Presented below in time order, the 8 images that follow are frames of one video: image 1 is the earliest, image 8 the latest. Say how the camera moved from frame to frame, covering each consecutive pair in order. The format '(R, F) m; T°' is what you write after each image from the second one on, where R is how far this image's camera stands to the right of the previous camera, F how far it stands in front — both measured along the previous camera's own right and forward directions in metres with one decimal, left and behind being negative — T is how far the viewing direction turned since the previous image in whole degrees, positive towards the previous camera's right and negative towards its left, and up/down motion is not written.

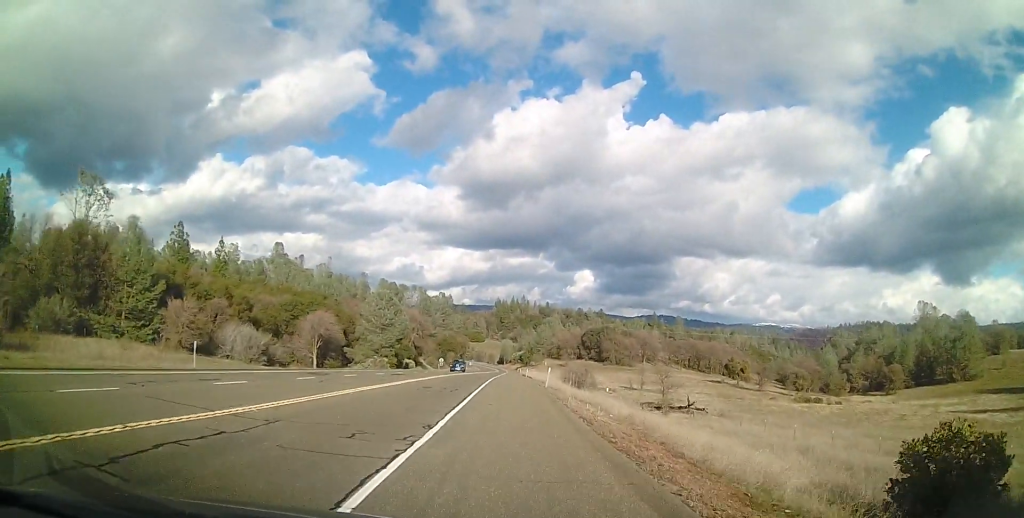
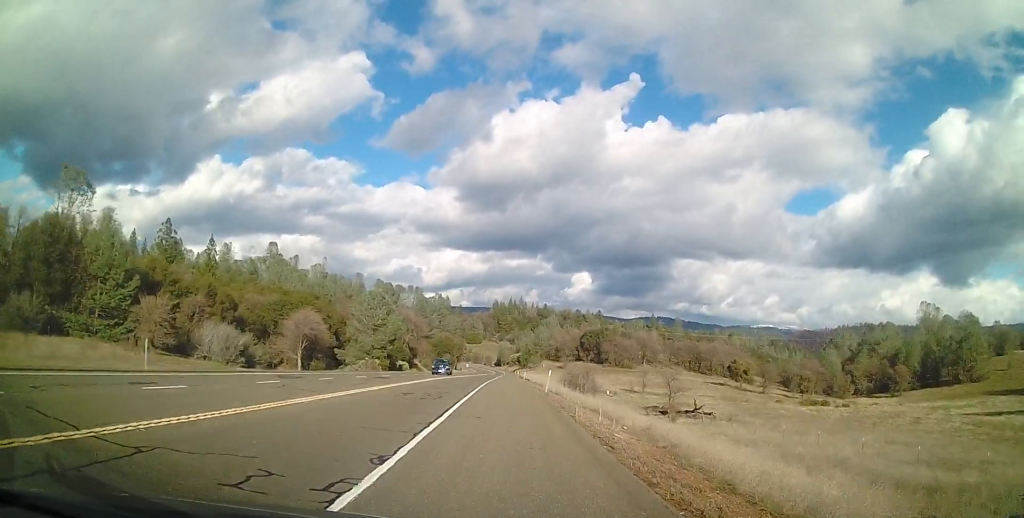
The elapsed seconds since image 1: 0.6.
(-0.2, +3.6) m; -2°
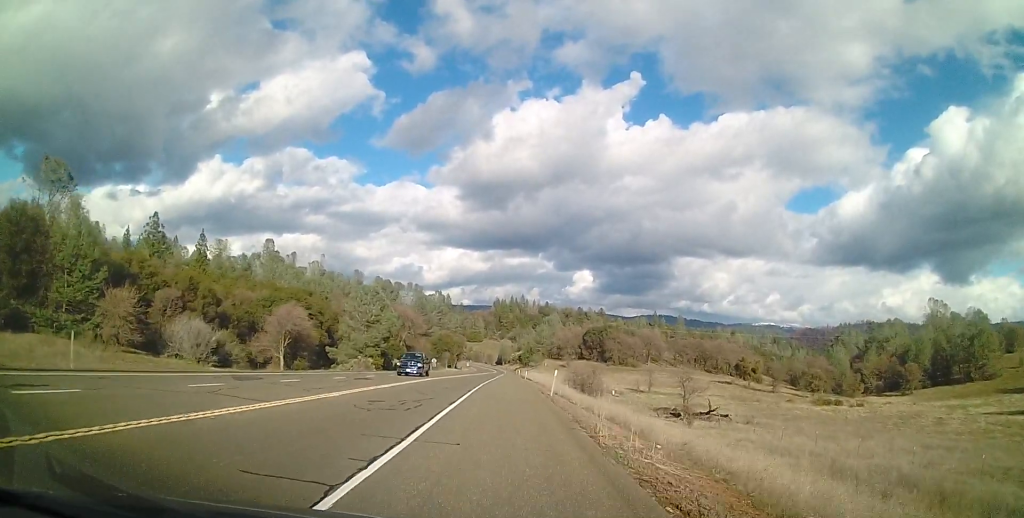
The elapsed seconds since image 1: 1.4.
(0.0, +4.3) m; -2°
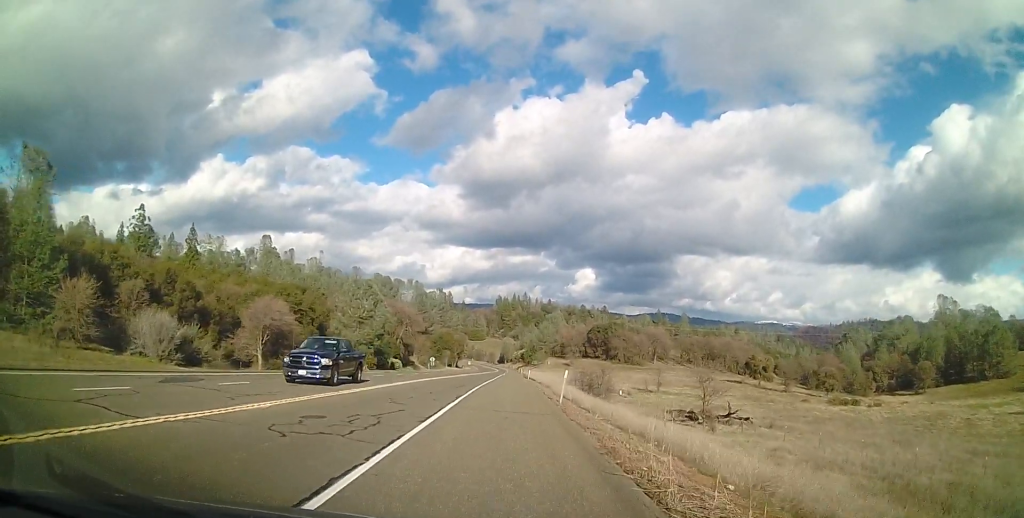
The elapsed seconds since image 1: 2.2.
(-0.1, +4.9) m; -1°
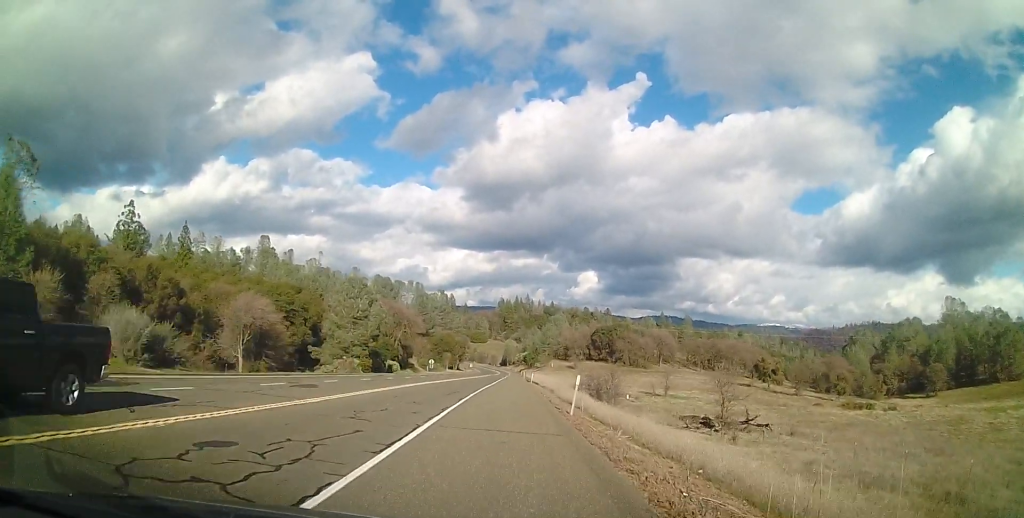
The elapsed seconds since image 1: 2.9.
(-0.2, +4.0) m; 0°
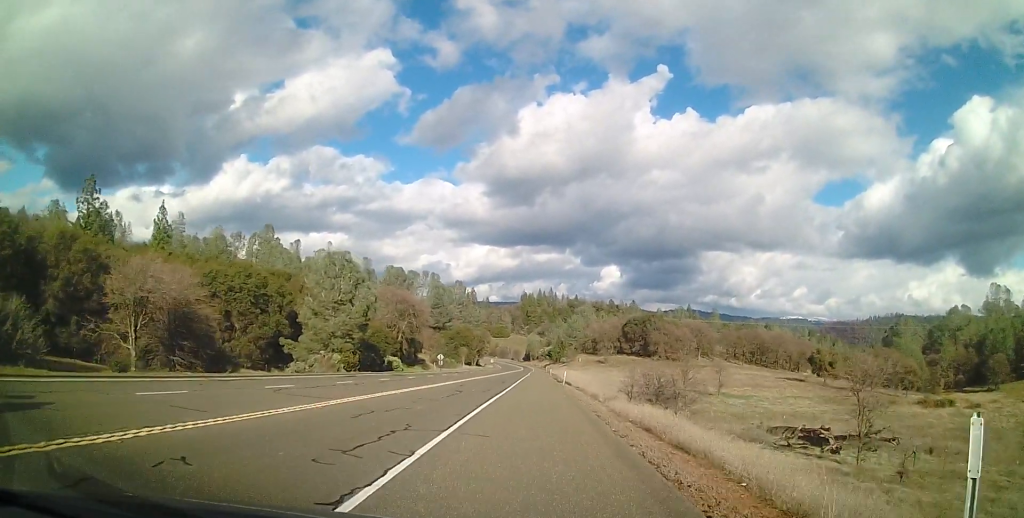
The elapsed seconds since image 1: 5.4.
(-0.9, +16.1) m; -6°
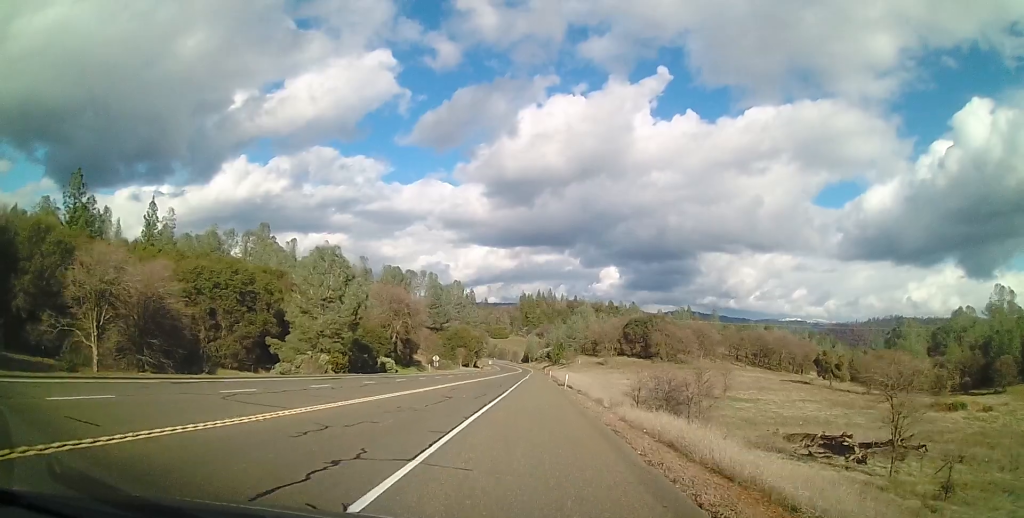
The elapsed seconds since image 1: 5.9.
(-0.2, +3.2) m; +1°
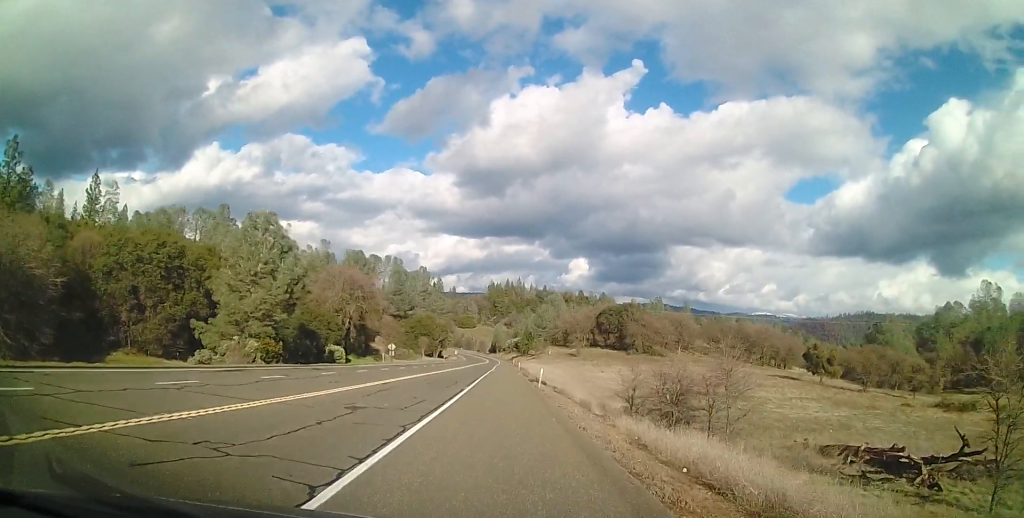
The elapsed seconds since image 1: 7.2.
(+0.9, +9.0) m; +8°
